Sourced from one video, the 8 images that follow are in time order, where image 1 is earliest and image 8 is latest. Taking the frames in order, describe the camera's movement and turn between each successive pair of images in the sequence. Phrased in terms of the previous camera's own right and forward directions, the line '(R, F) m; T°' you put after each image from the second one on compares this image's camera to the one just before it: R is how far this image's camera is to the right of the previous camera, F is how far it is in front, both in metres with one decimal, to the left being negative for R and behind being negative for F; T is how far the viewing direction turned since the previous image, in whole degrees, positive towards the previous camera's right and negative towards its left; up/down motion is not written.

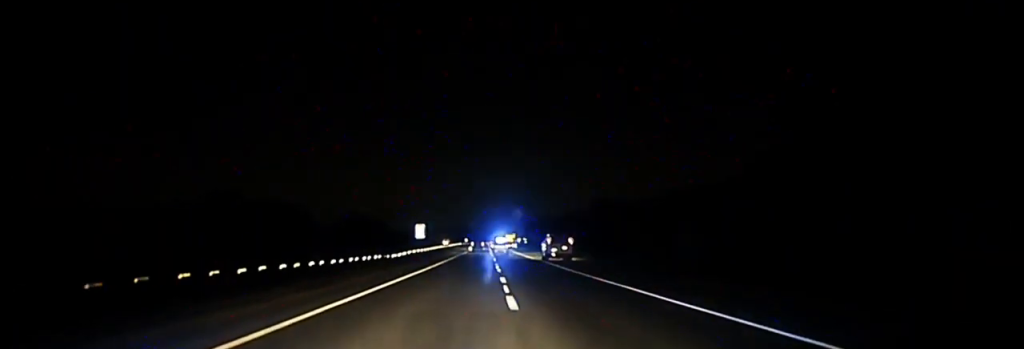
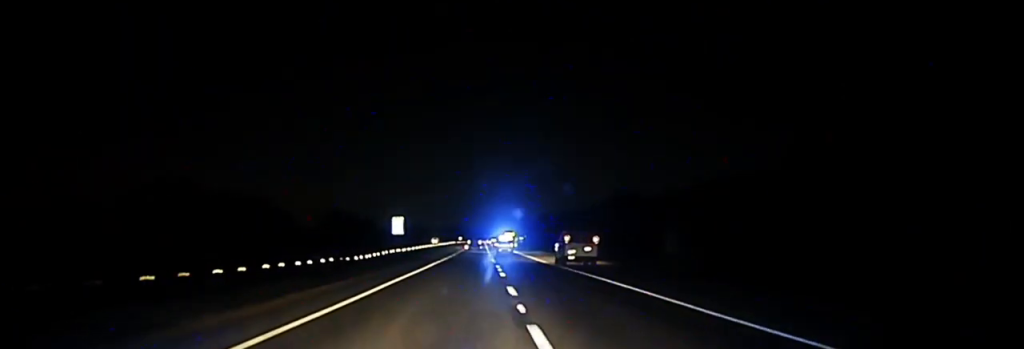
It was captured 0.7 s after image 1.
(+0.2, +34.4) m; 0°
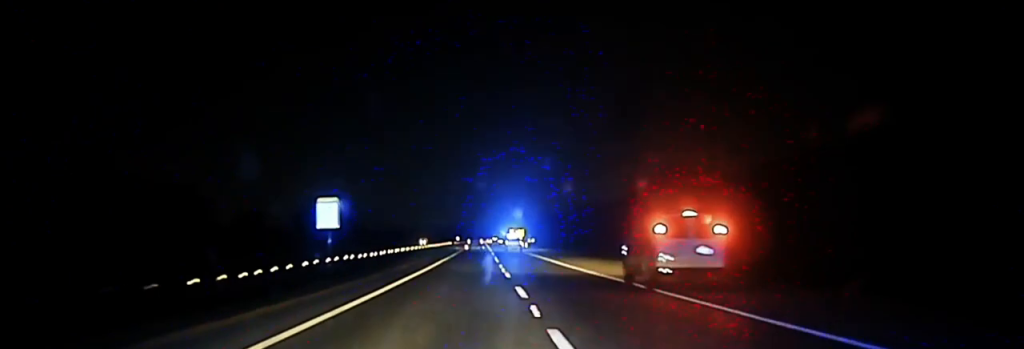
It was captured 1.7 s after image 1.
(+0.3, +50.7) m; +1°
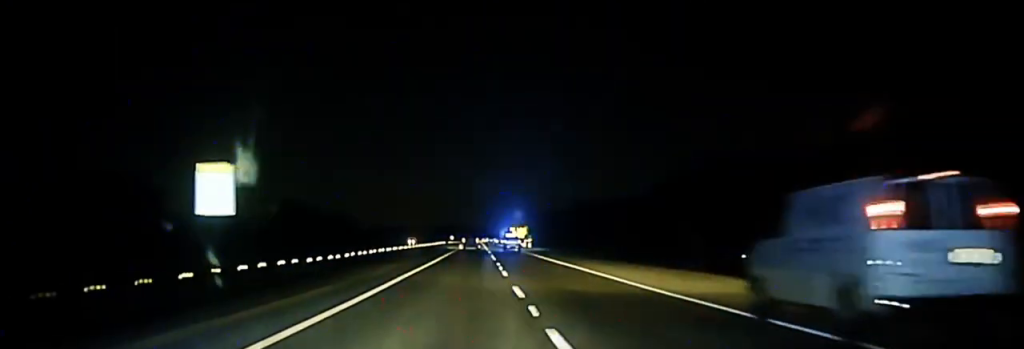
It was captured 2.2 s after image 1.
(-0.1, +22.5) m; 0°
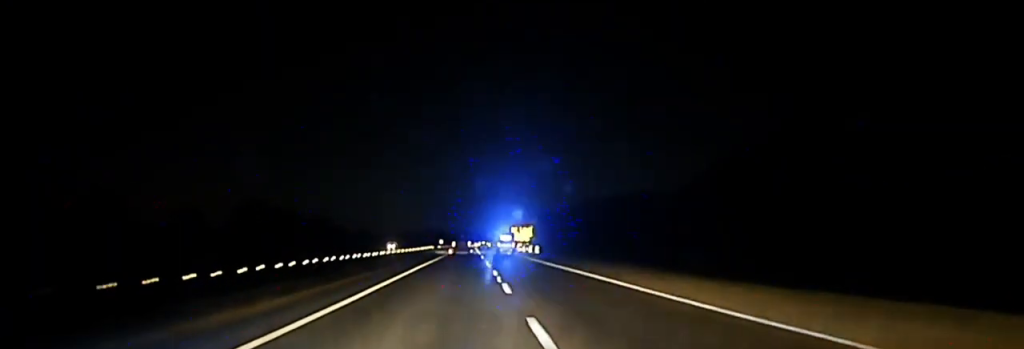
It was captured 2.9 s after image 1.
(+0.2, +31.7) m; 0°
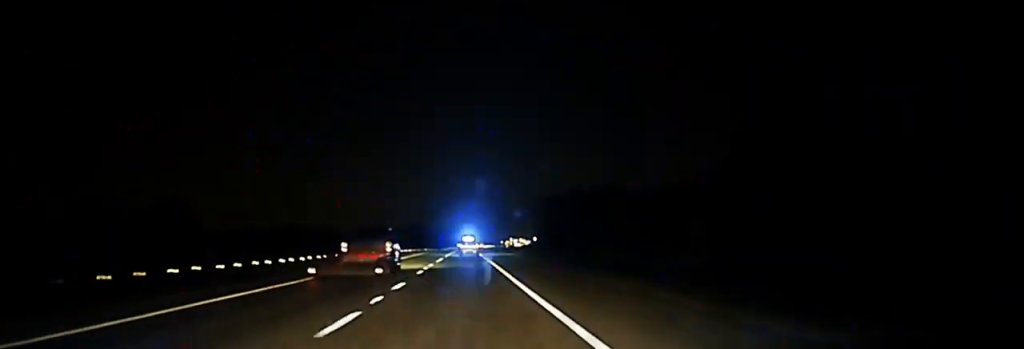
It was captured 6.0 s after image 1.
(+0.3, +149.2) m; 0°
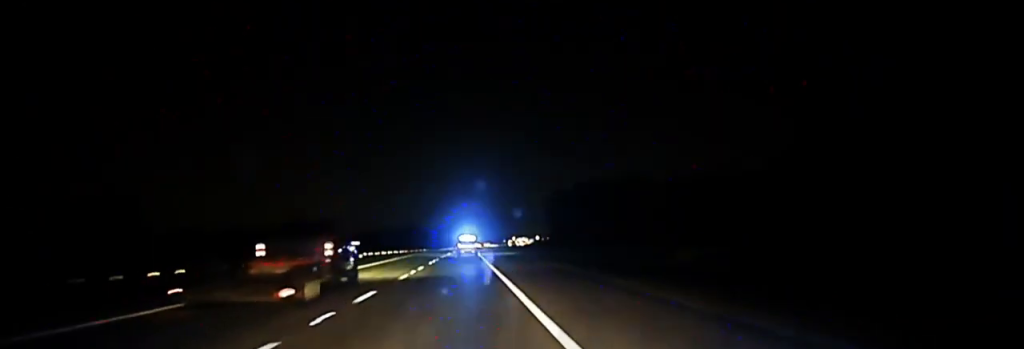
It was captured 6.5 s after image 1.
(0.0, +29.1) m; 0°
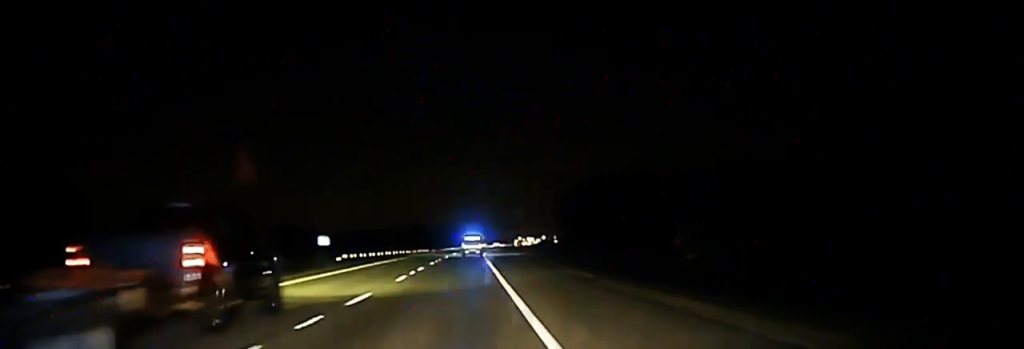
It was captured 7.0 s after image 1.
(+0.2, +24.2) m; 0°
